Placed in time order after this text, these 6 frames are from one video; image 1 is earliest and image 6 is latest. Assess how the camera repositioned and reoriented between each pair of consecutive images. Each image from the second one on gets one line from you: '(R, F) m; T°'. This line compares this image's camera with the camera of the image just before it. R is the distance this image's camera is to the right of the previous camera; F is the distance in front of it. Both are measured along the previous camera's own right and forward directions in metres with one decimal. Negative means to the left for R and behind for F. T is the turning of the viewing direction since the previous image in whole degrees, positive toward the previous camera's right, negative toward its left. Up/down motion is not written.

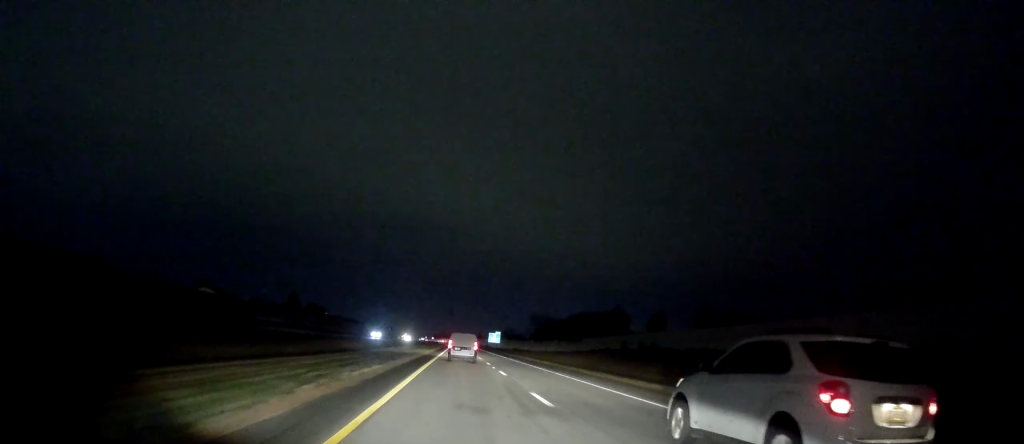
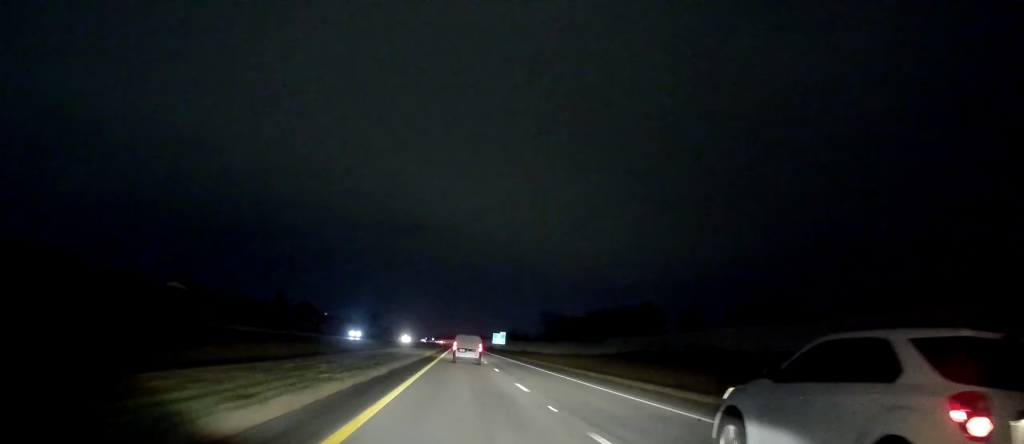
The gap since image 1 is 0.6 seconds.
(0.0, +19.4) m; 0°
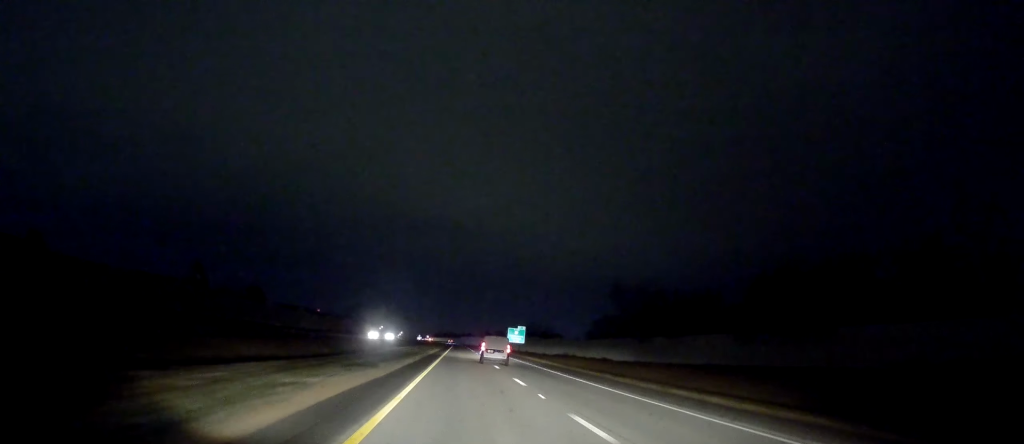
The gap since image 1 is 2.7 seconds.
(-0.3, +69.1) m; -1°
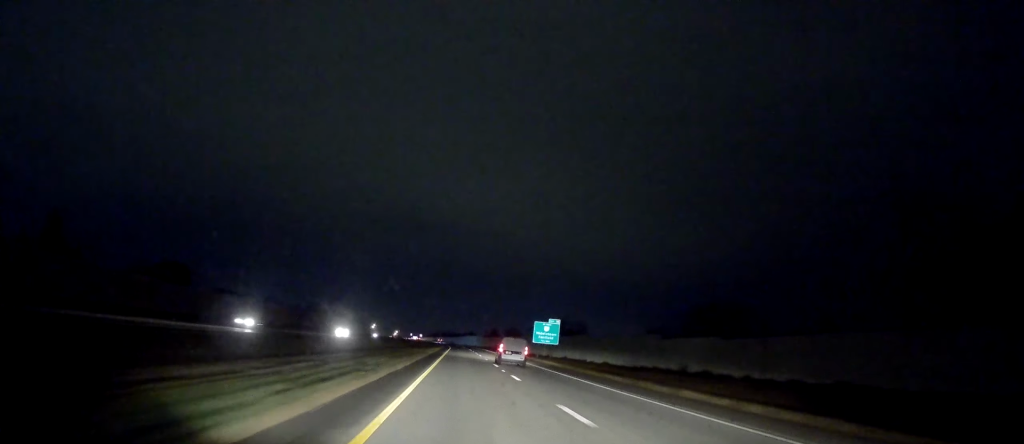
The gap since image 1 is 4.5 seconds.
(+0.5, +57.3) m; +1°
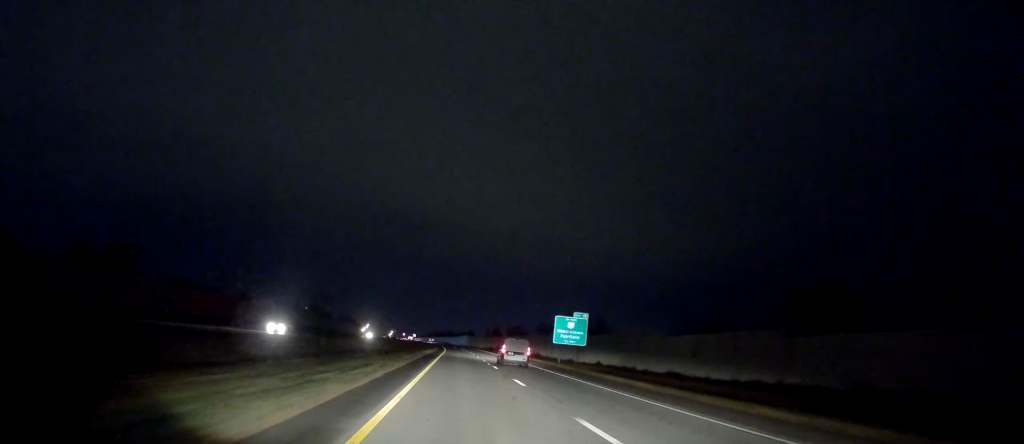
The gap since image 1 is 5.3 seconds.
(0.0, +26.2) m; 0°
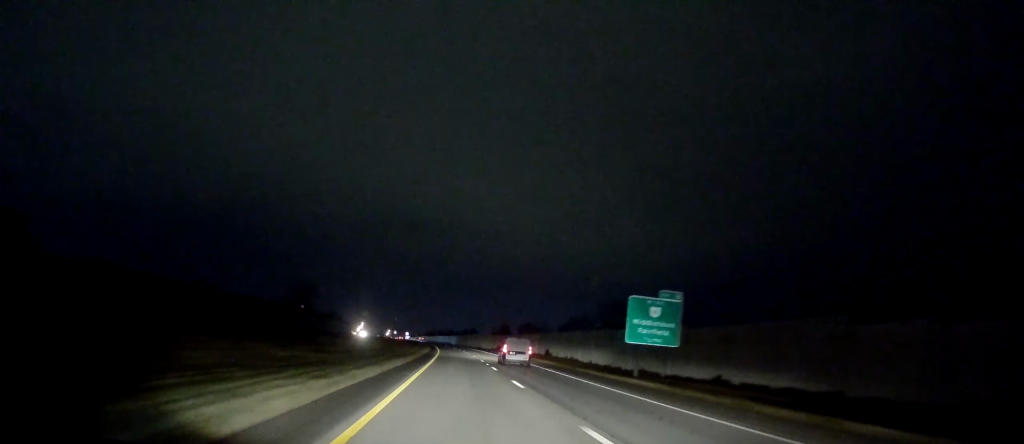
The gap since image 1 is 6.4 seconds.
(-0.2, +37.2) m; 0°
